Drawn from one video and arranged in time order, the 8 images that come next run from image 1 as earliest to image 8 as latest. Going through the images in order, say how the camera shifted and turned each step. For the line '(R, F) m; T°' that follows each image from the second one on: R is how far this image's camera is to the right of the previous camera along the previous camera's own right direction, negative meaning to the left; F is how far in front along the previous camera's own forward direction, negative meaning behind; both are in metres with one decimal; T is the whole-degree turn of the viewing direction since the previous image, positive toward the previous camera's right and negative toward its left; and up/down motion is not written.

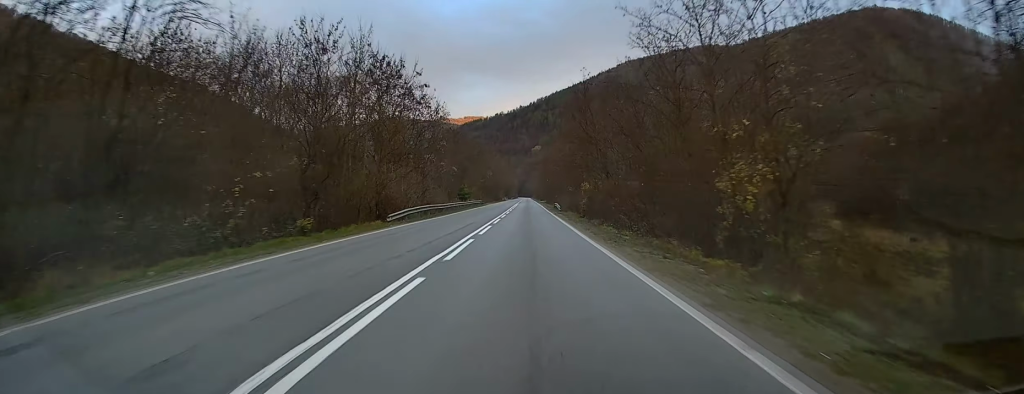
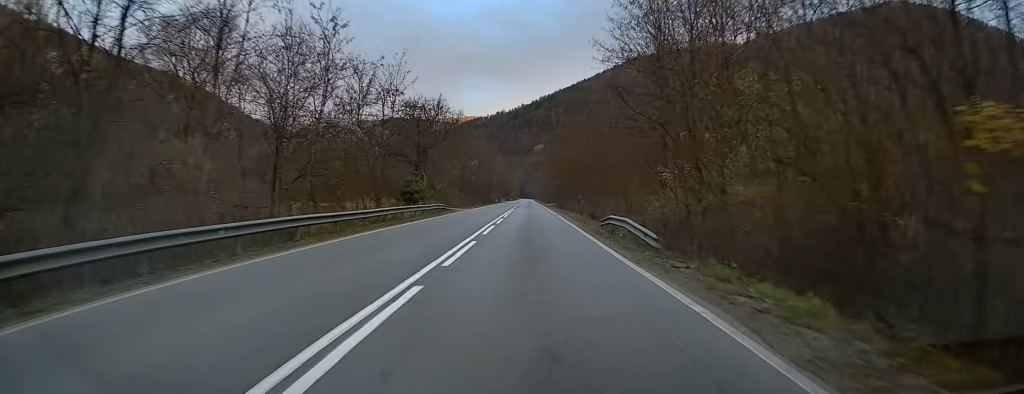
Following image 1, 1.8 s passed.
(-0.1, +45.9) m; 0°
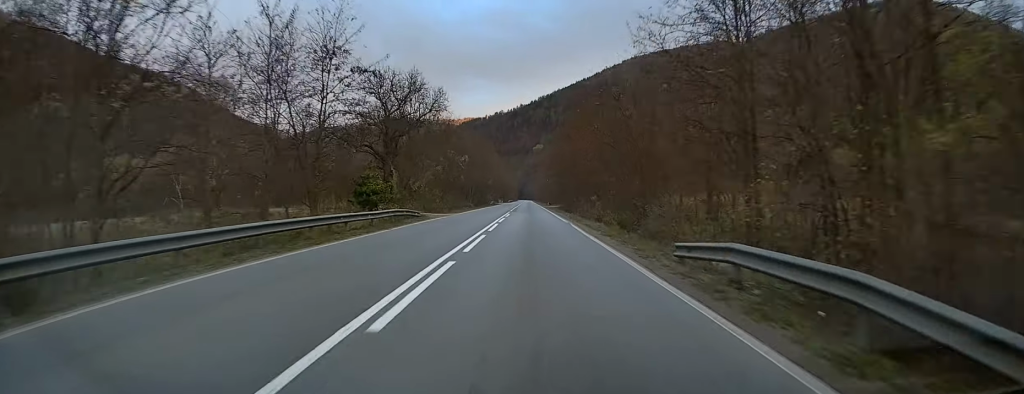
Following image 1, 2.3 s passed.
(0.0, +14.8) m; 0°
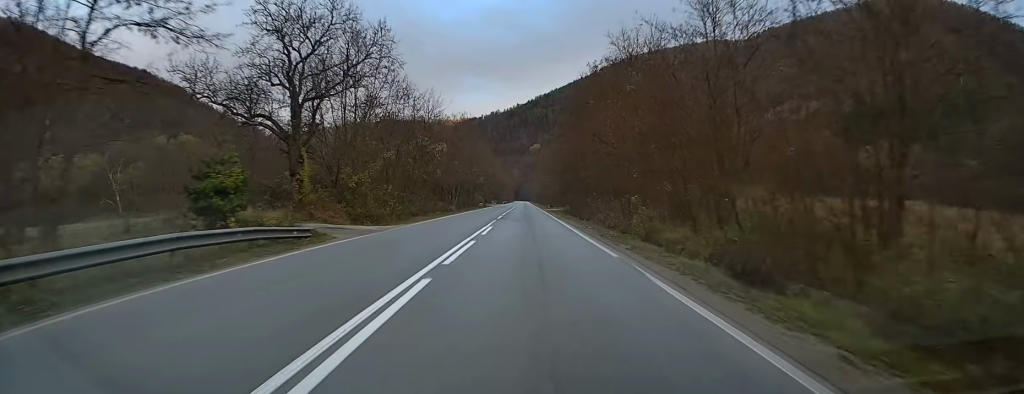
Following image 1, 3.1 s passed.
(+0.2, +20.0) m; 0°
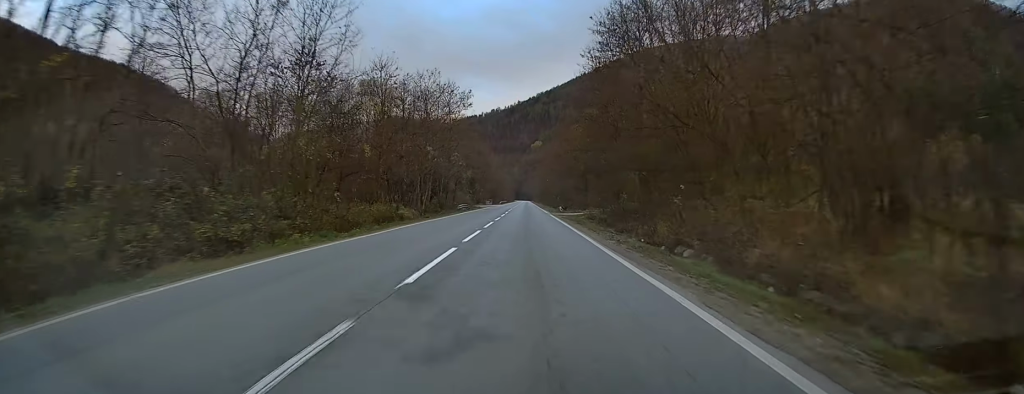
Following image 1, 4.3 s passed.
(-0.4, +30.6) m; 0°
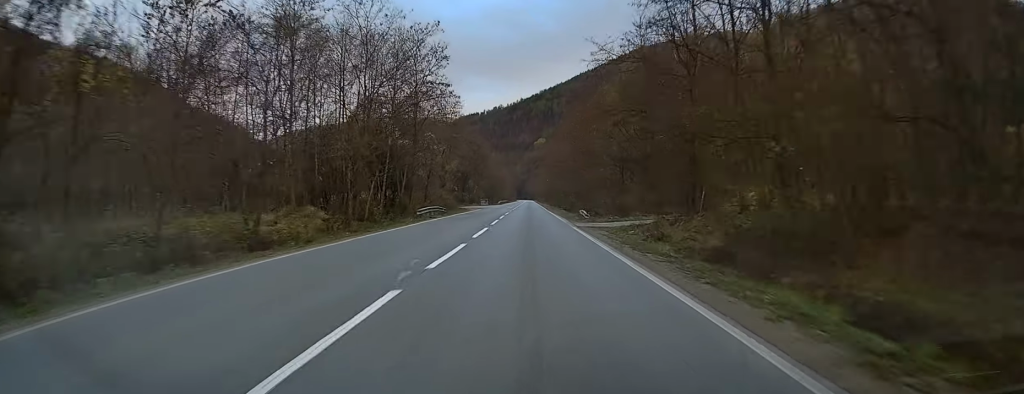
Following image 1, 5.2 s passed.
(+0.3, +24.5) m; 0°
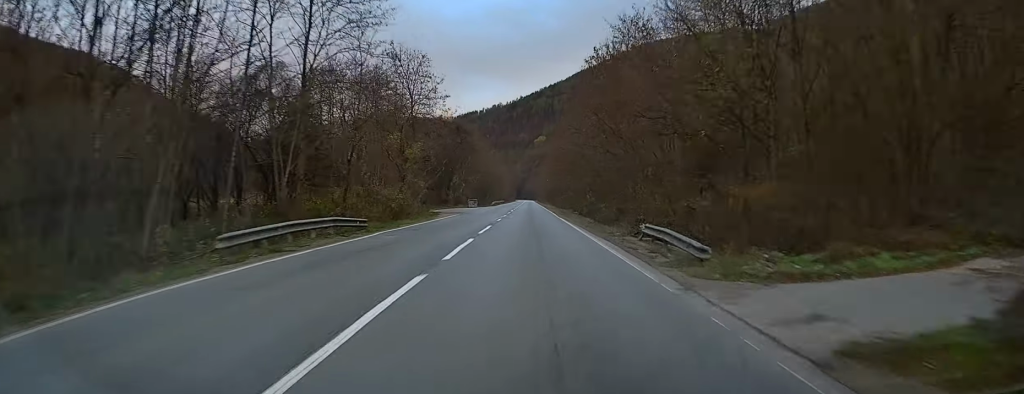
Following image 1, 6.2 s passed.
(-0.4, +25.4) m; 0°
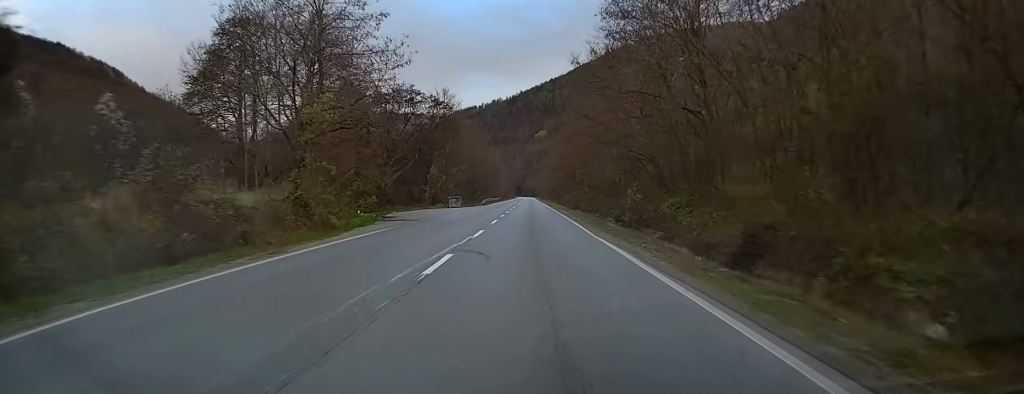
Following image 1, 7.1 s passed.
(+0.1, +24.1) m; +1°
